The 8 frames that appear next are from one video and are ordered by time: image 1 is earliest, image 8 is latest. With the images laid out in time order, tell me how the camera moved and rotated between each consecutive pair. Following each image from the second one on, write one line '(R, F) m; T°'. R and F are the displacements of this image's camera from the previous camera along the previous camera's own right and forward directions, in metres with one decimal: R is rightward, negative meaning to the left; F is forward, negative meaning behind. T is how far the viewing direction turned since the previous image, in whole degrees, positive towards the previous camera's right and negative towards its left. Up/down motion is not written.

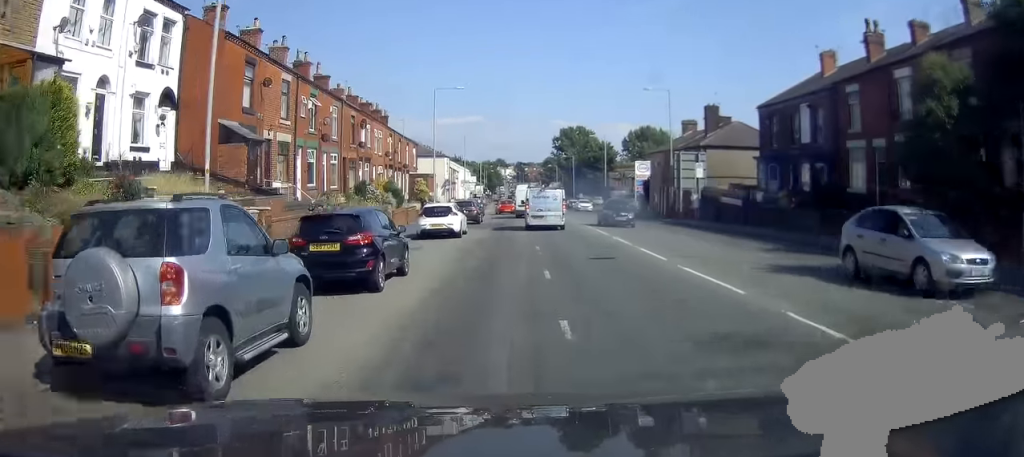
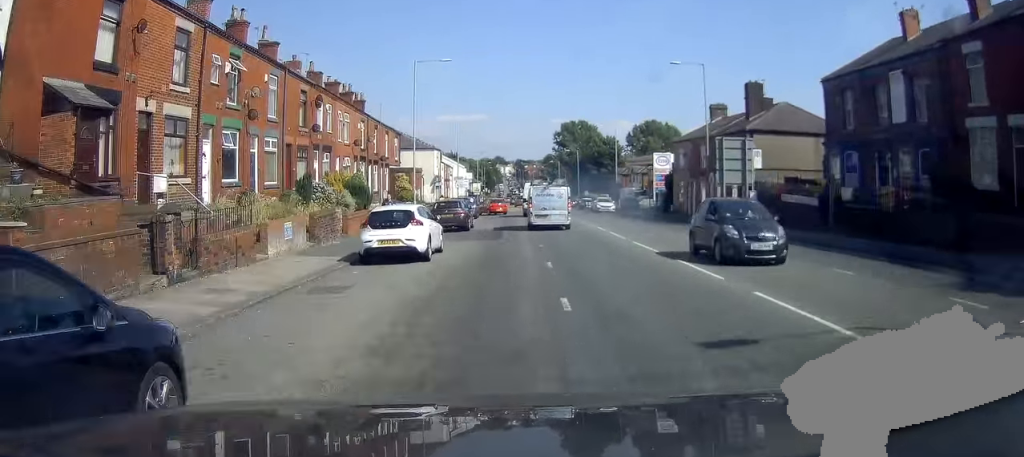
(-0.1, +9.4) m; -1°
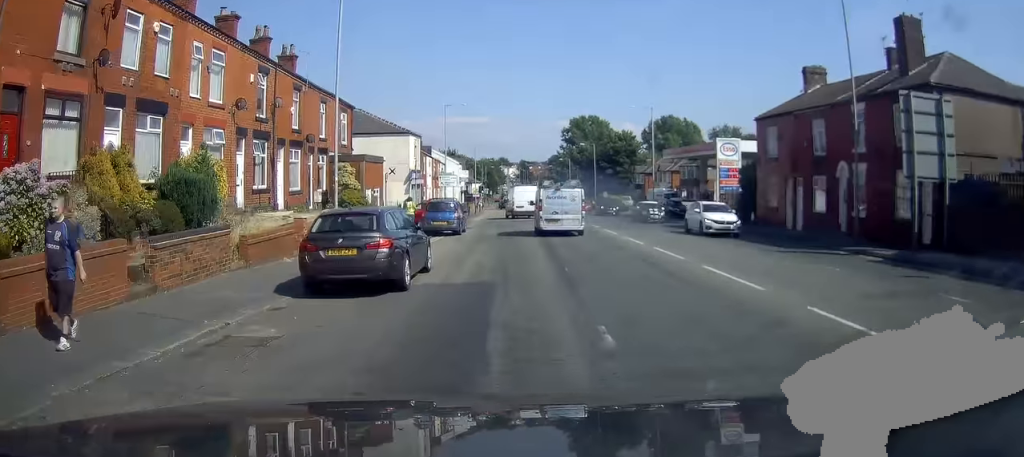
(0.0, +19.5) m; 0°
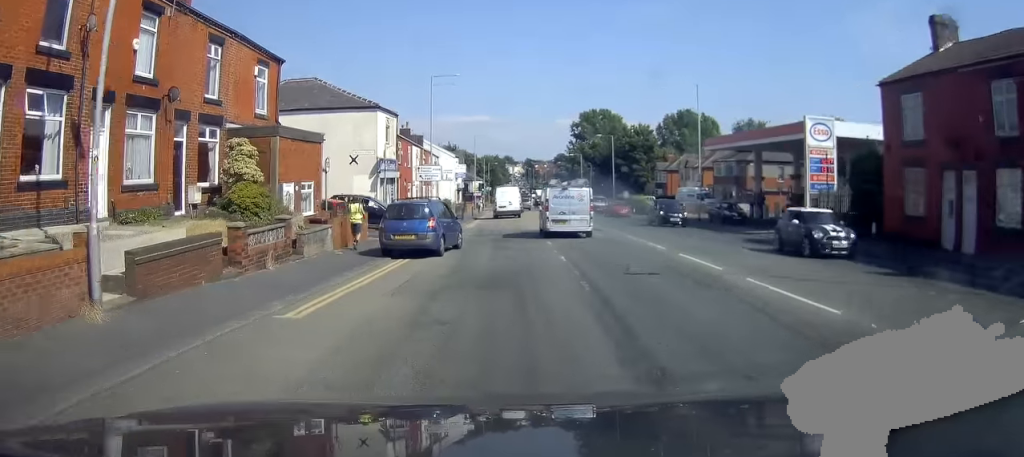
(0.0, +14.2) m; -1°
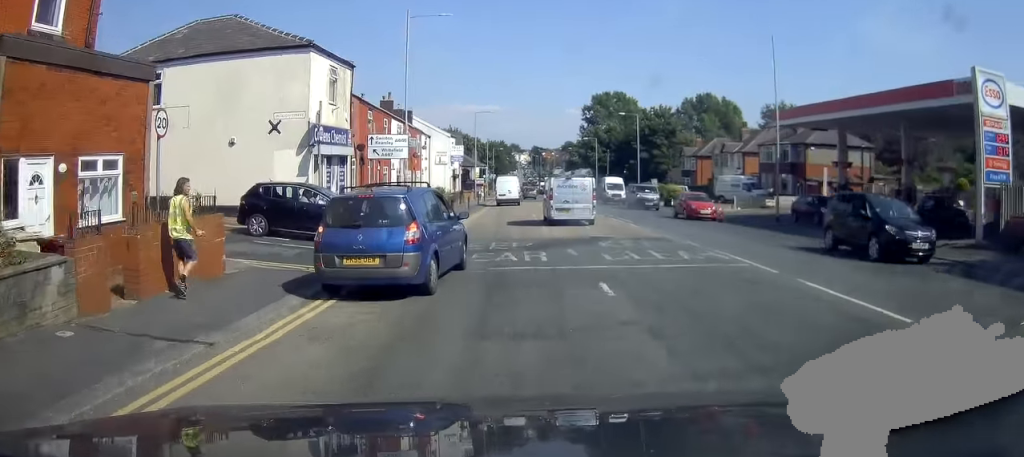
(-0.2, +14.8) m; -1°
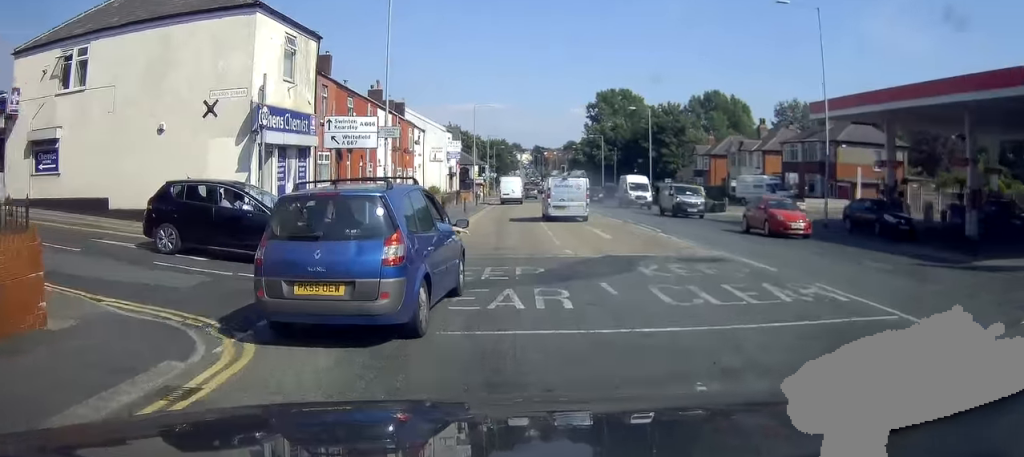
(0.0, +8.5) m; 0°
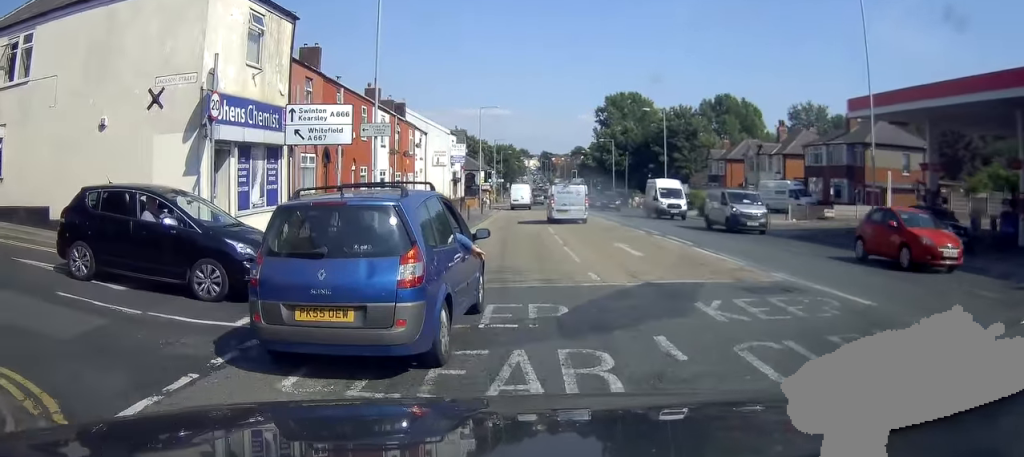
(0.0, +7.5) m; +1°
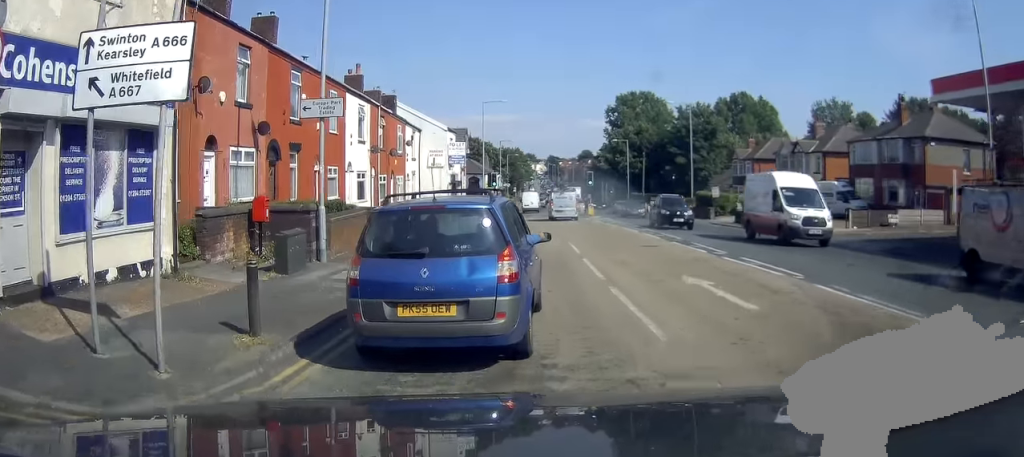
(+0.6, +17.2) m; +5°
